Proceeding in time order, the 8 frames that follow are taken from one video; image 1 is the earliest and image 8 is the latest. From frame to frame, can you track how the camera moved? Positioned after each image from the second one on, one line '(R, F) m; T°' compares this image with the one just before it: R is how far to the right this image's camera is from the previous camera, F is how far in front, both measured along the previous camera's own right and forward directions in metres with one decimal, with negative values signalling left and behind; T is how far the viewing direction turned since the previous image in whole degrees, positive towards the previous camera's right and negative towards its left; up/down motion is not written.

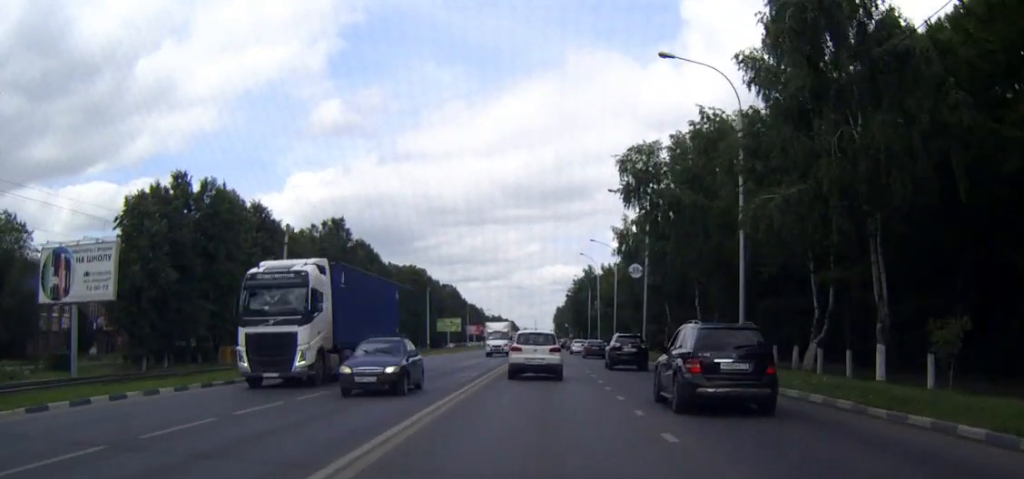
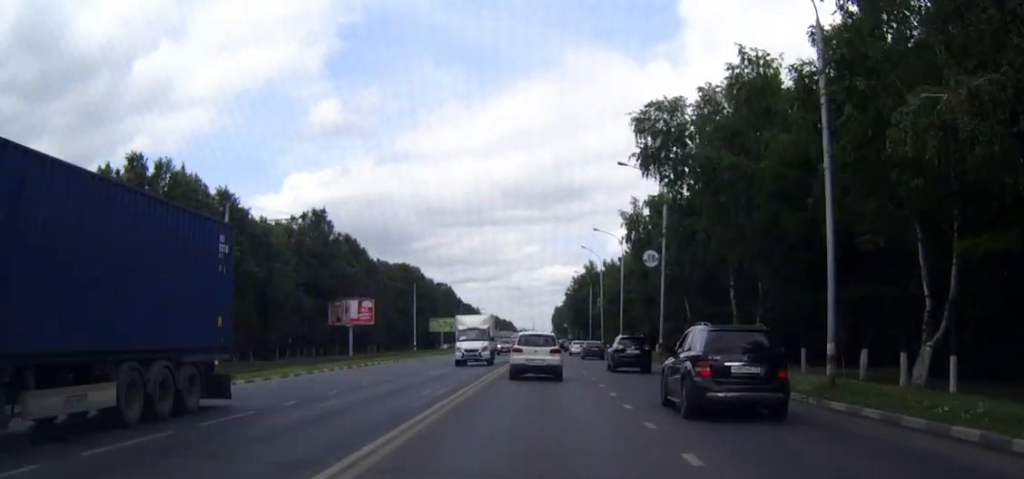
(0.0, +9.8) m; 0°
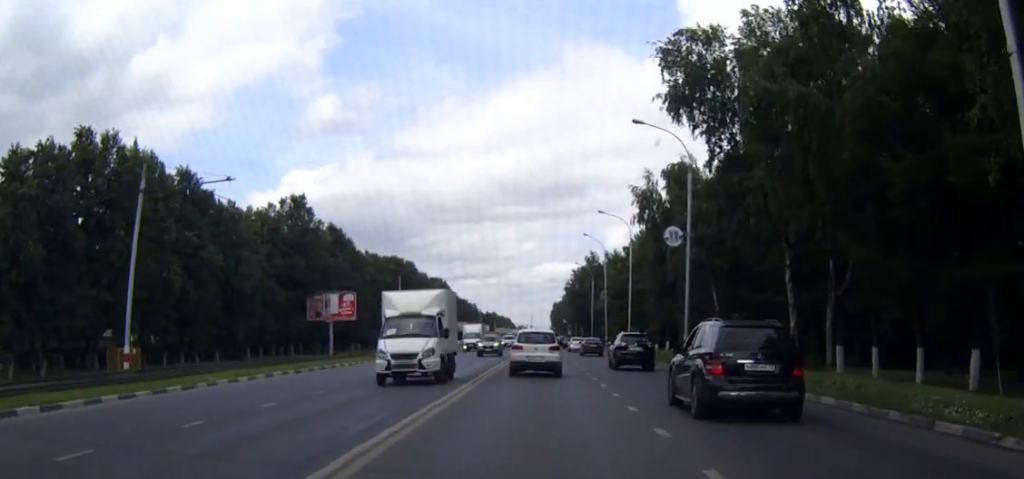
(0.0, +9.4) m; 0°
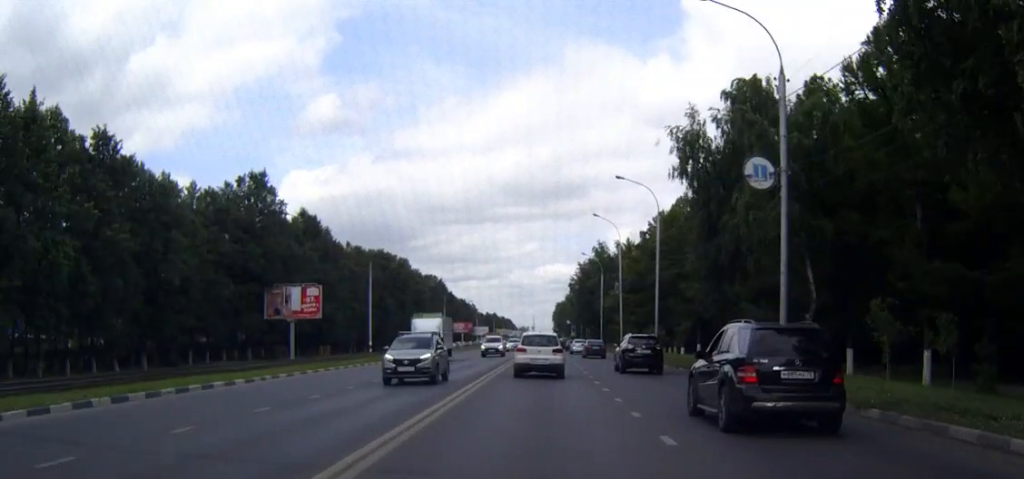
(-0.1, +16.4) m; 0°
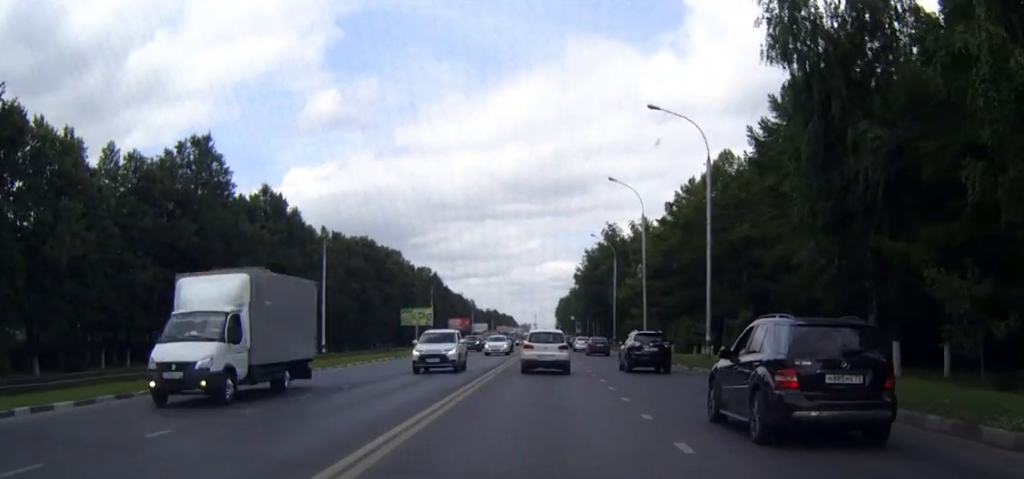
(+0.1, +16.9) m; 0°
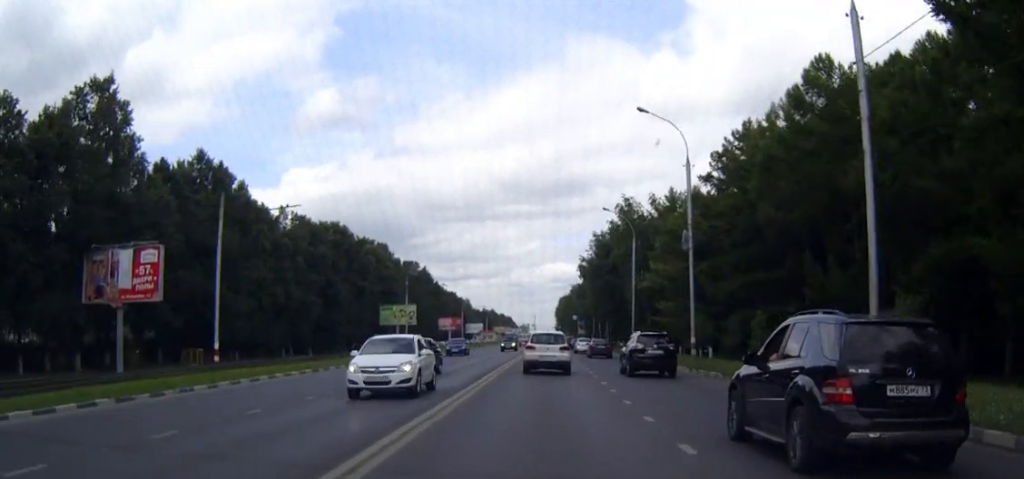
(-0.1, +19.7) m; 0°
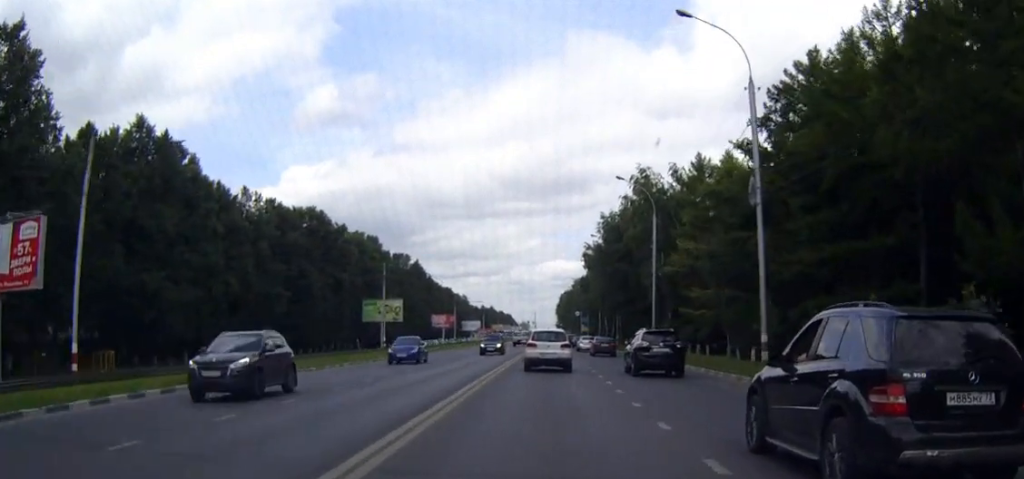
(0.0, +13.3) m; 0°
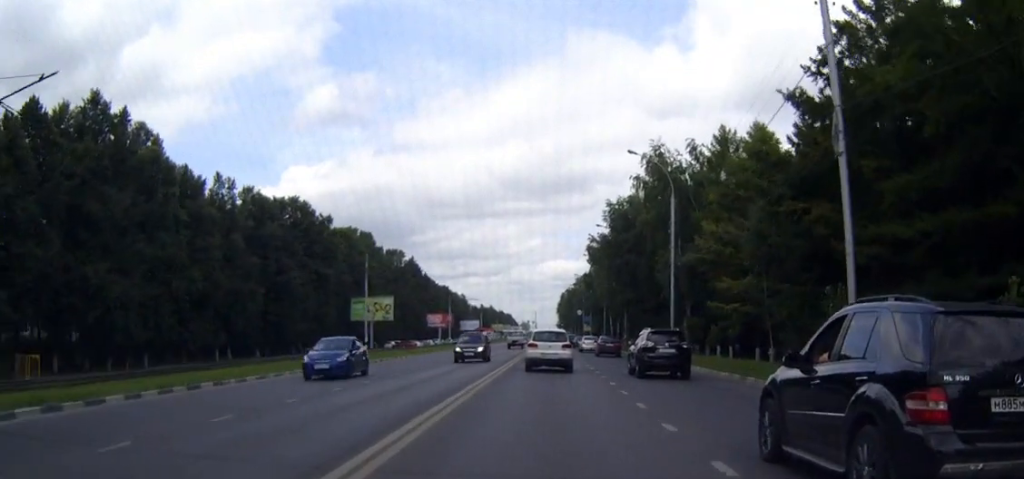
(0.0, +8.7) m; 0°
